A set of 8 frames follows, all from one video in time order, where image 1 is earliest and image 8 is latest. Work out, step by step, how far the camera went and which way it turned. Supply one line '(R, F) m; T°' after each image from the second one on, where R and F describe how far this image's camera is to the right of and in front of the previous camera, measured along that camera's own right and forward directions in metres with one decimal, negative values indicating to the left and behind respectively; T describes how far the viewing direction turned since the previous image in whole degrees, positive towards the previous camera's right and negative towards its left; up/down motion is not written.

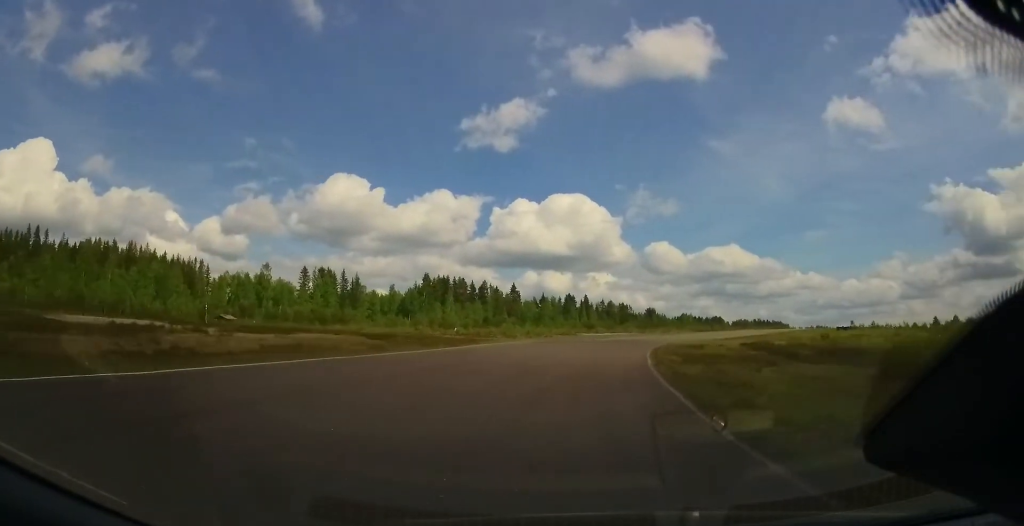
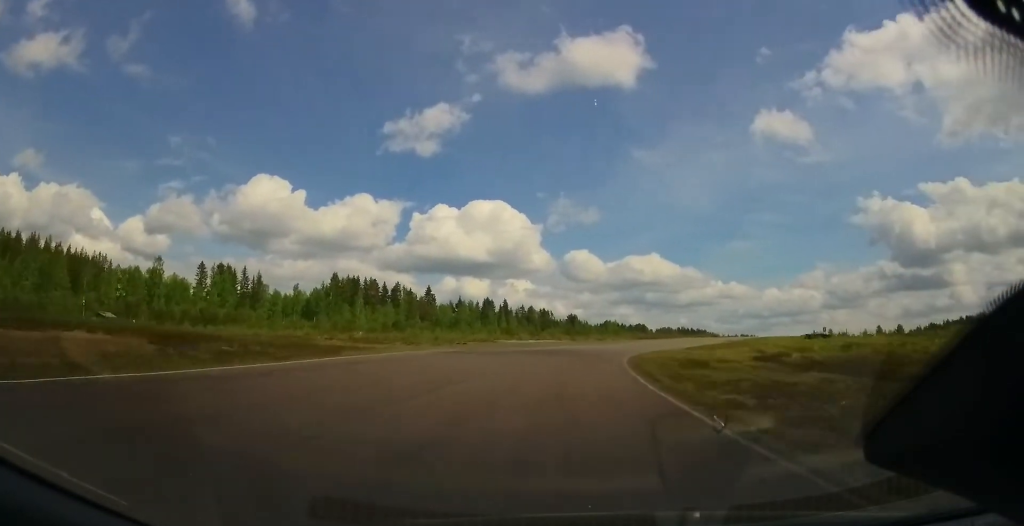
(+0.9, +17.2) m; +7°
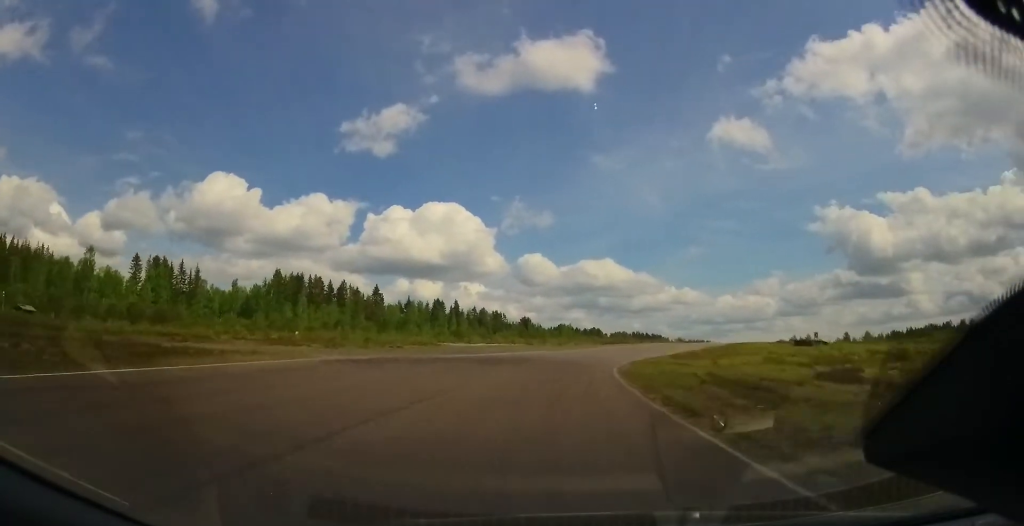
(+0.6, +11.3) m; +4°
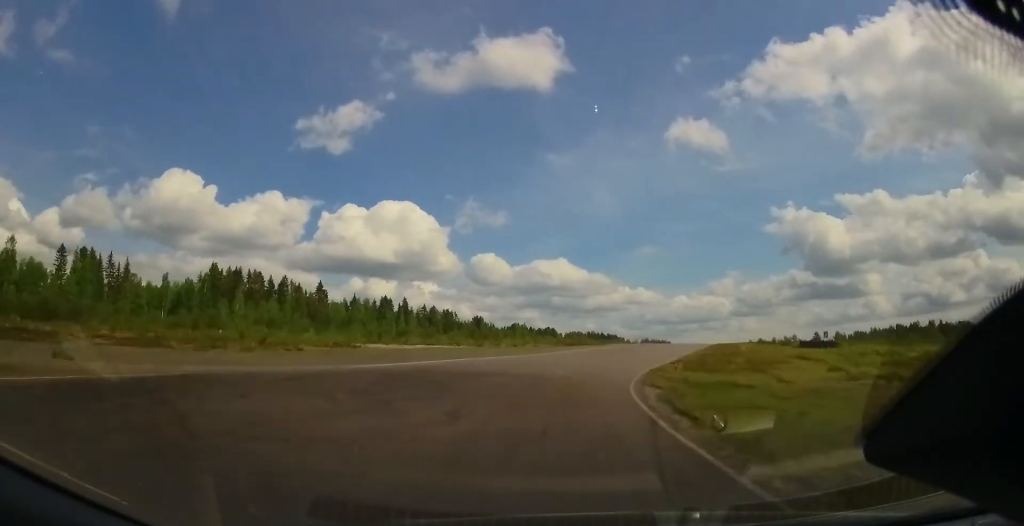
(+0.7, +14.0) m; +5°
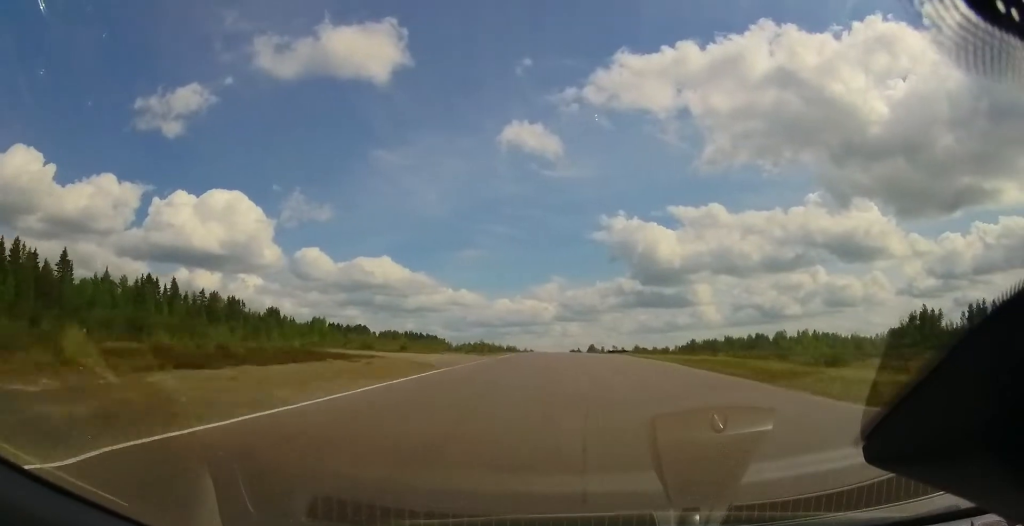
(+9.9, +57.4) m; +18°
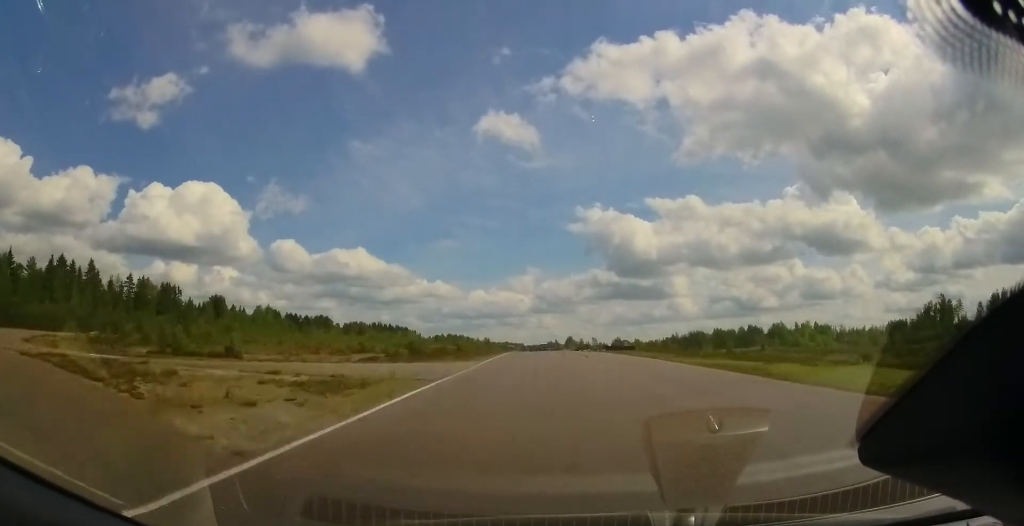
(+1.8, +35.2) m; +7°
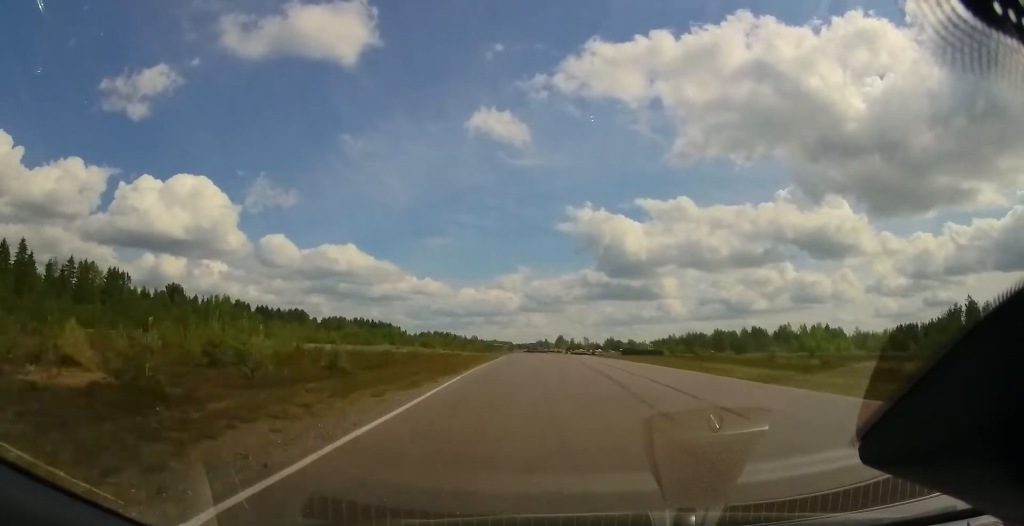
(+1.8, +29.5) m; +3°
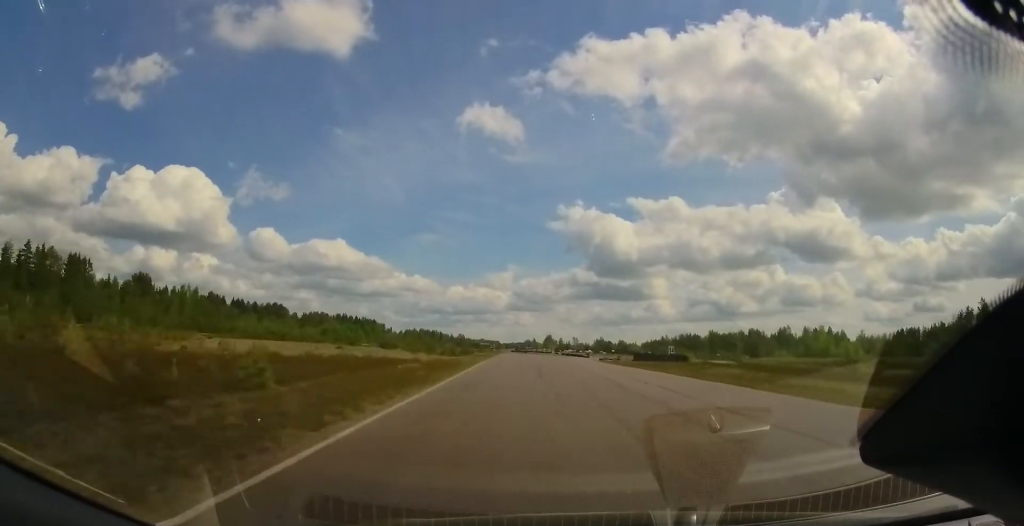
(-0.1, +17.5) m; -1°
